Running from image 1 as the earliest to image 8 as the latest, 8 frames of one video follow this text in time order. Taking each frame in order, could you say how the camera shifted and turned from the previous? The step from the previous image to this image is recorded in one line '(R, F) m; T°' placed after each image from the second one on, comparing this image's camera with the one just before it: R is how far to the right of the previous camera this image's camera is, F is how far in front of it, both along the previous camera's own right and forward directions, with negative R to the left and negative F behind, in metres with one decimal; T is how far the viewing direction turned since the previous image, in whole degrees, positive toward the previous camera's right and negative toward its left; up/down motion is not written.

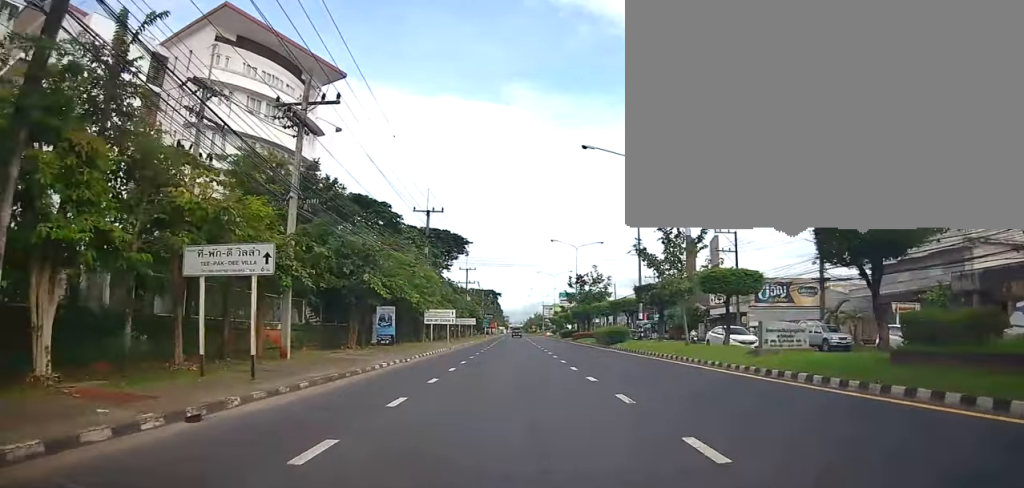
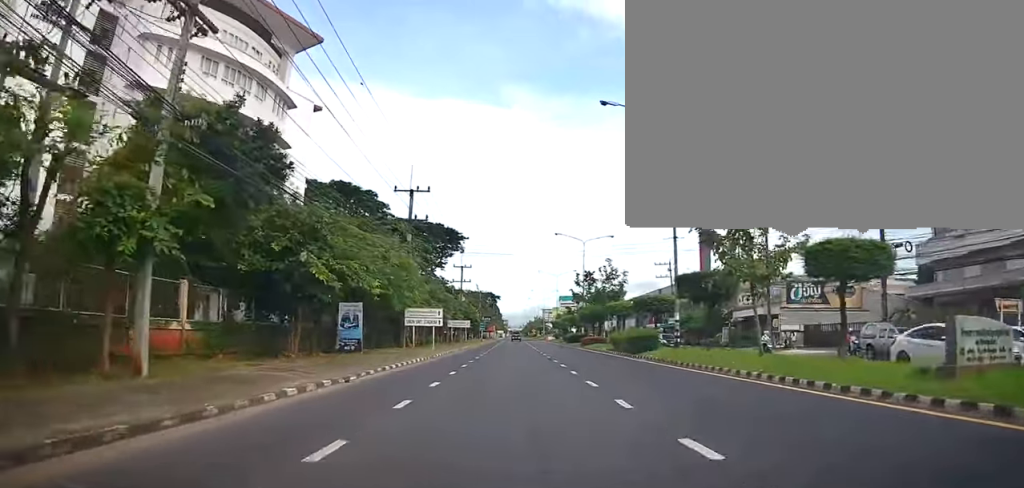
(+0.4, +7.9) m; 0°
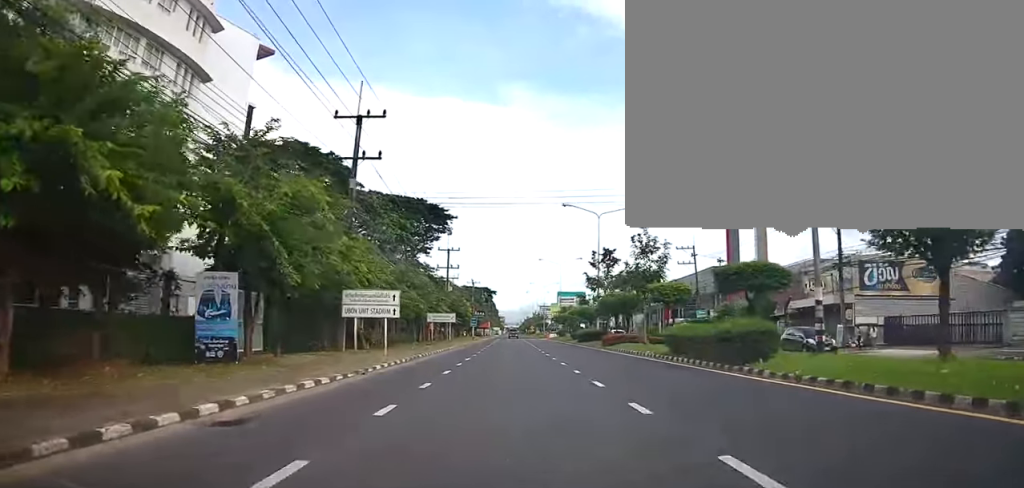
(-0.7, +13.4) m; 0°
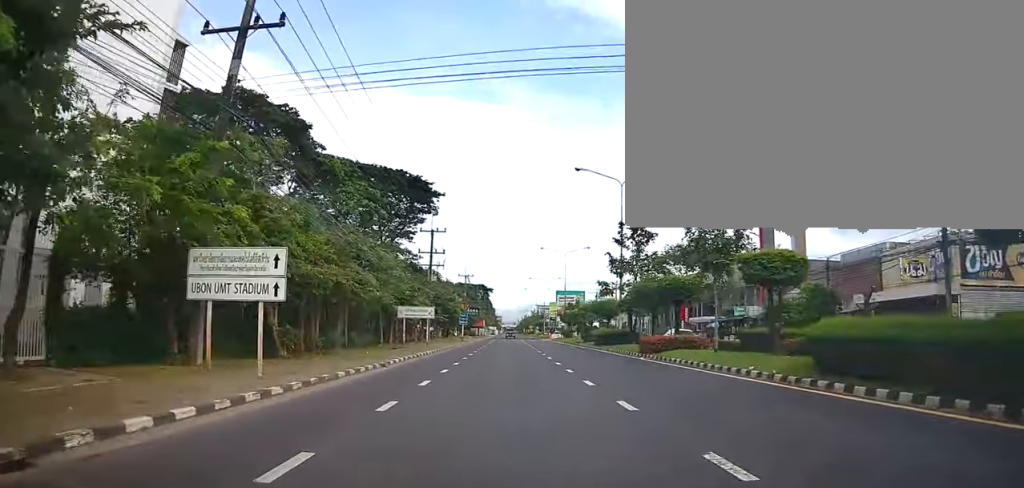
(+0.6, +11.8) m; 0°
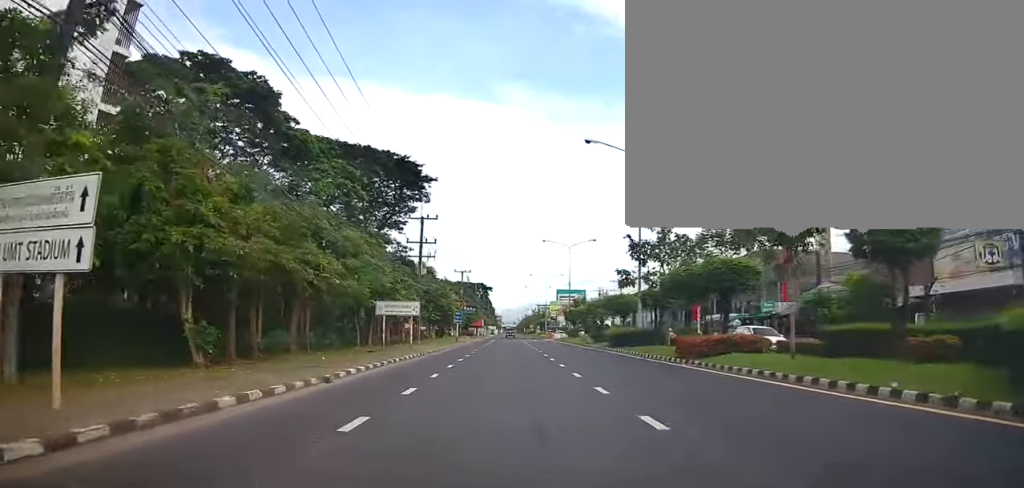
(-0.1, +5.9) m; 0°
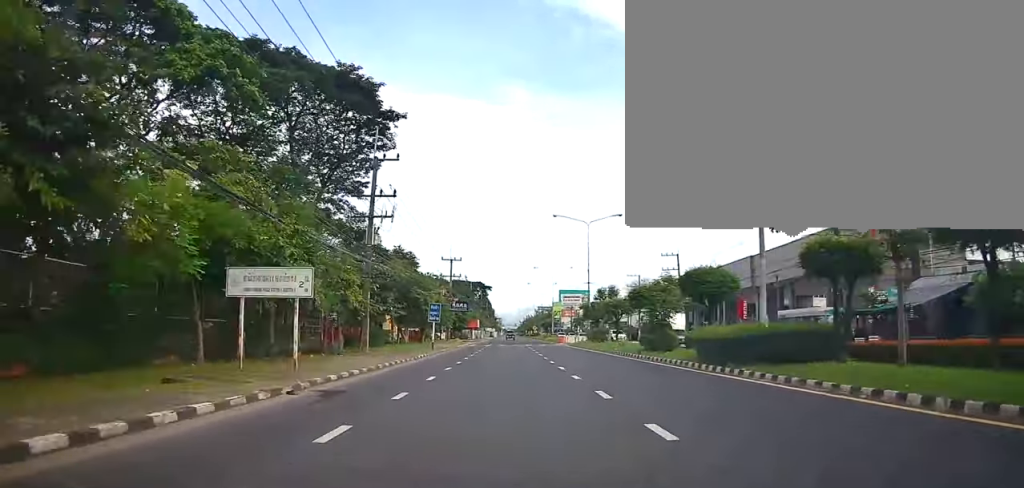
(-0.1, +17.3) m; +1°
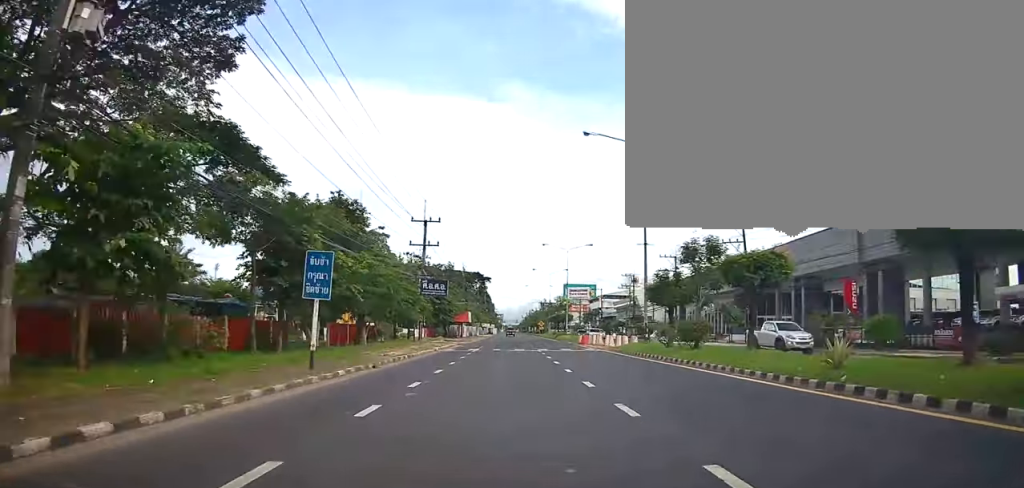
(-0.3, +23.0) m; 0°
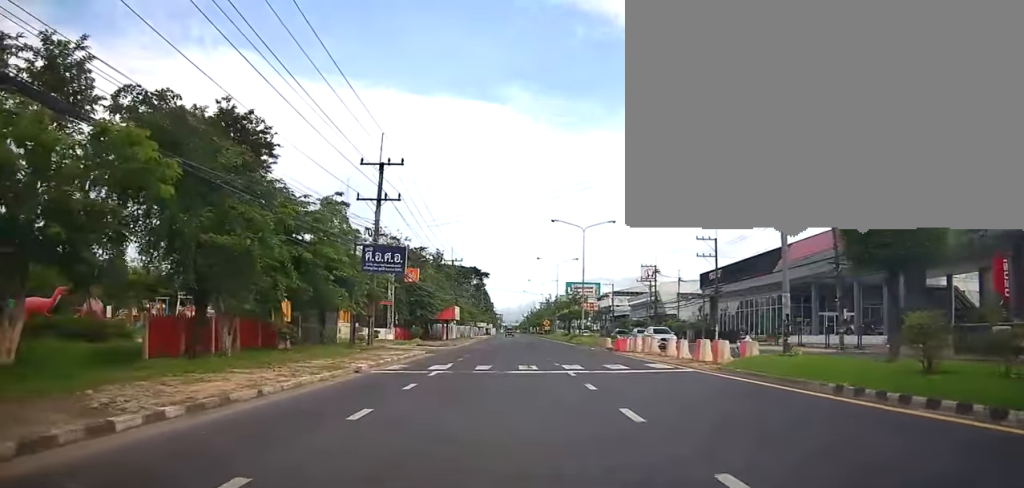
(+0.6, +16.9) m; 0°
